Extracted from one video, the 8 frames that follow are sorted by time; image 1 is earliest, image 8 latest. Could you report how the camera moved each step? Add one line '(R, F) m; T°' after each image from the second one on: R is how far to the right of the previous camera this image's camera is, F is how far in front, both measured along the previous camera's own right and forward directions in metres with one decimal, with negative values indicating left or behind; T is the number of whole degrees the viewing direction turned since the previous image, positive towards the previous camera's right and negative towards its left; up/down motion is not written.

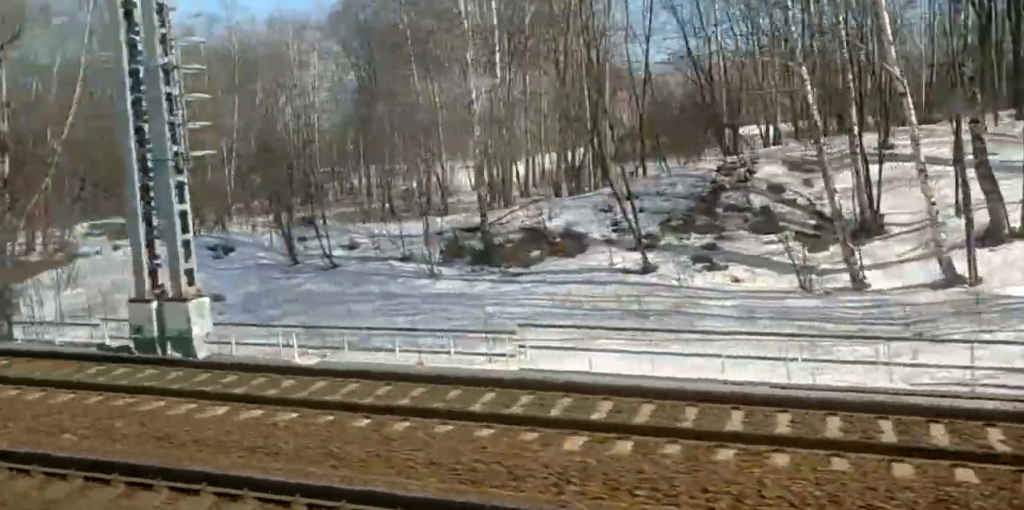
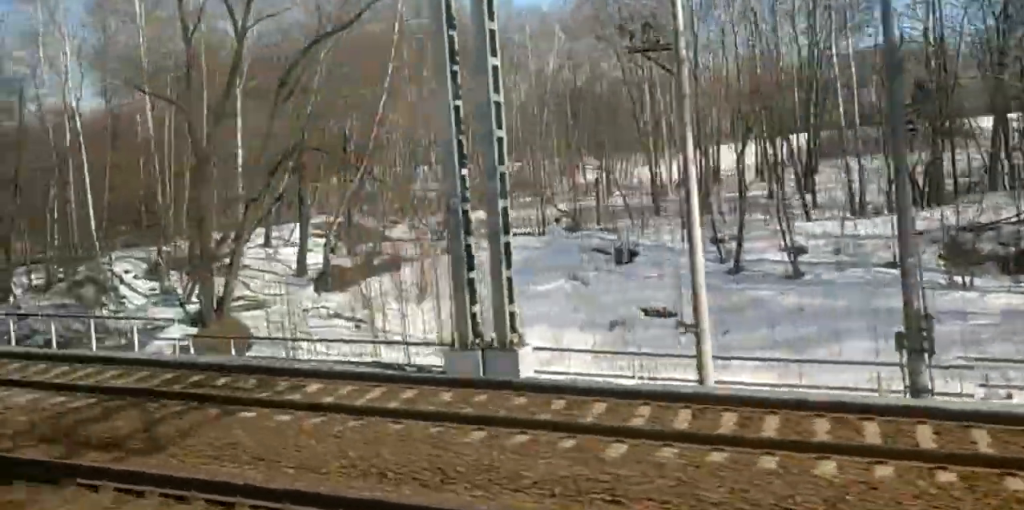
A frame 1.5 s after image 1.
(0.0, +20.7) m; 0°
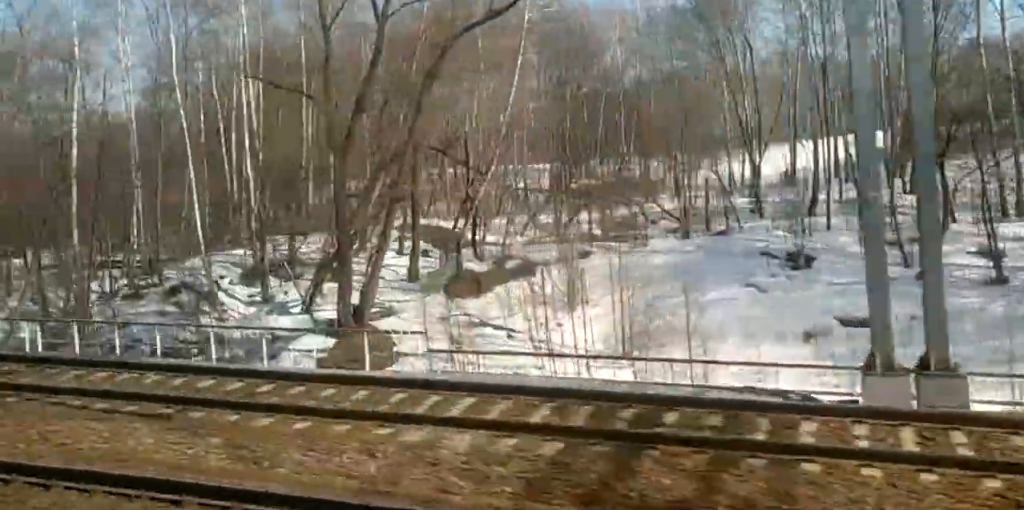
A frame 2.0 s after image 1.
(0.0, +6.8) m; -1°
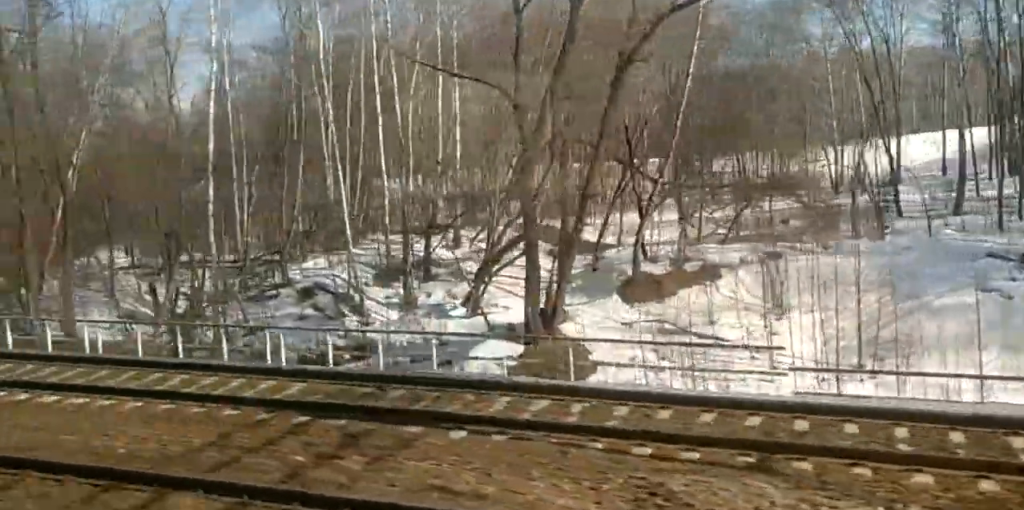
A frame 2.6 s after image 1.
(0.0, +8.0) m; -1°
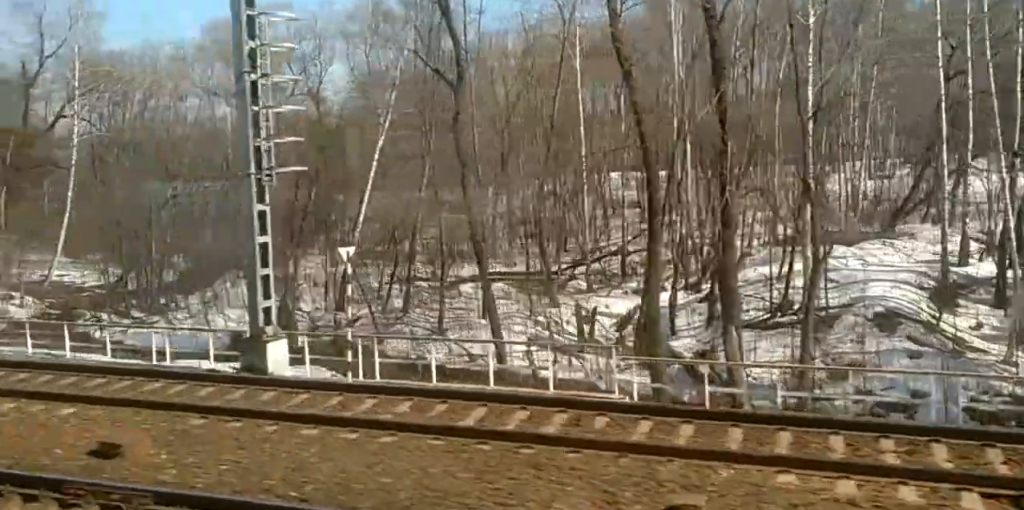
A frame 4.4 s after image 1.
(-0.3, +26.8) m; +1°
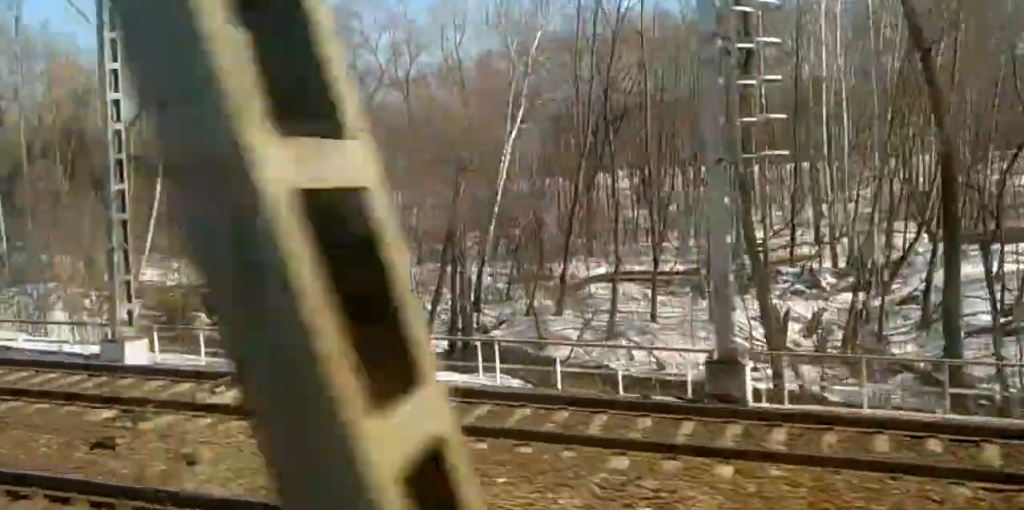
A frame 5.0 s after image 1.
(+0.2, +8.7) m; +1°
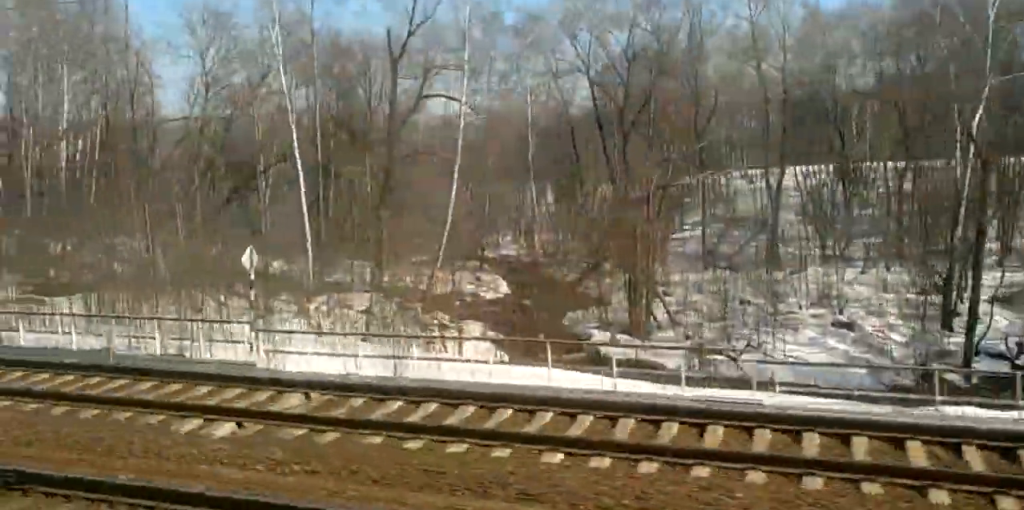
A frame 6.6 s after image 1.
(+0.3, +23.0) m; +1°
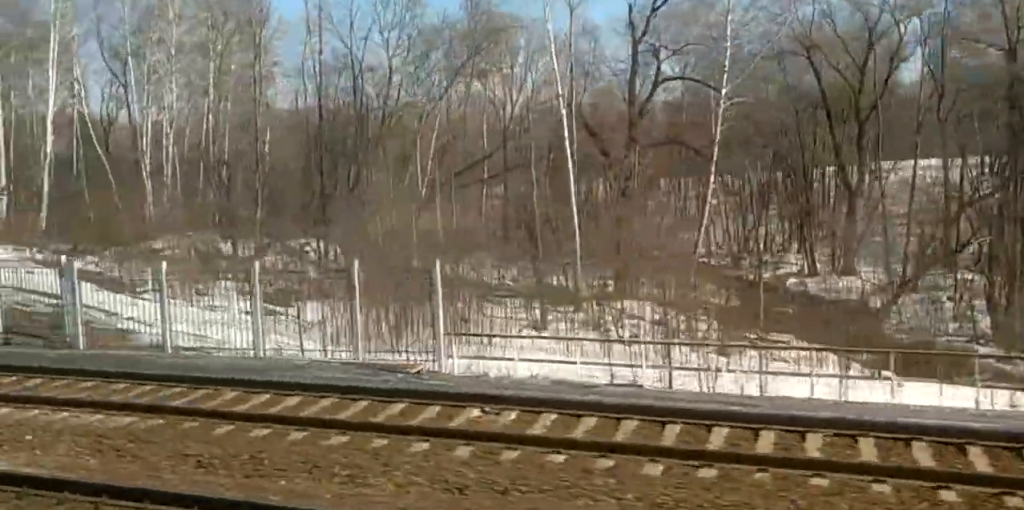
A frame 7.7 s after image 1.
(0.0, +17.2) m; +1°
